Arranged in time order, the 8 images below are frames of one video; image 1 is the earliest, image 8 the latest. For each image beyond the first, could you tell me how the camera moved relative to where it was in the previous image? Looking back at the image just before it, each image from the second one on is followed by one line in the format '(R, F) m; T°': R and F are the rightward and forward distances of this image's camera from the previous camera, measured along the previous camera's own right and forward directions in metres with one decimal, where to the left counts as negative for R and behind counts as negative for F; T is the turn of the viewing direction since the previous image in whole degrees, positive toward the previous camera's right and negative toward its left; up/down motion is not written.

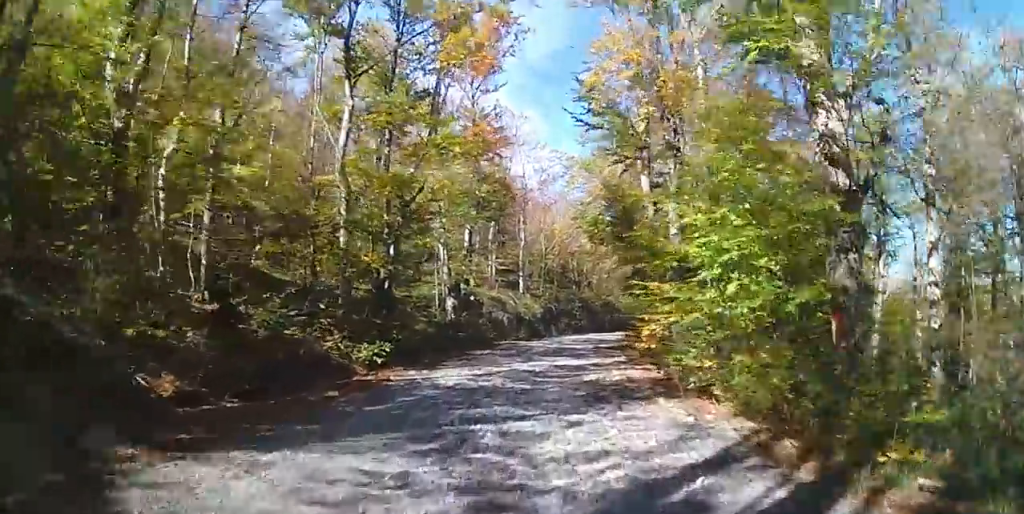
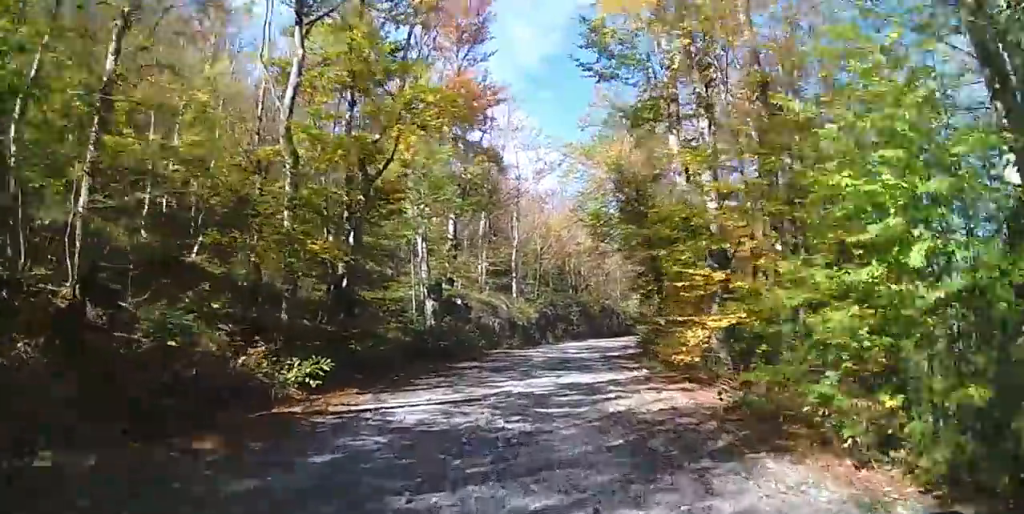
(0.0, +3.8) m; +1°
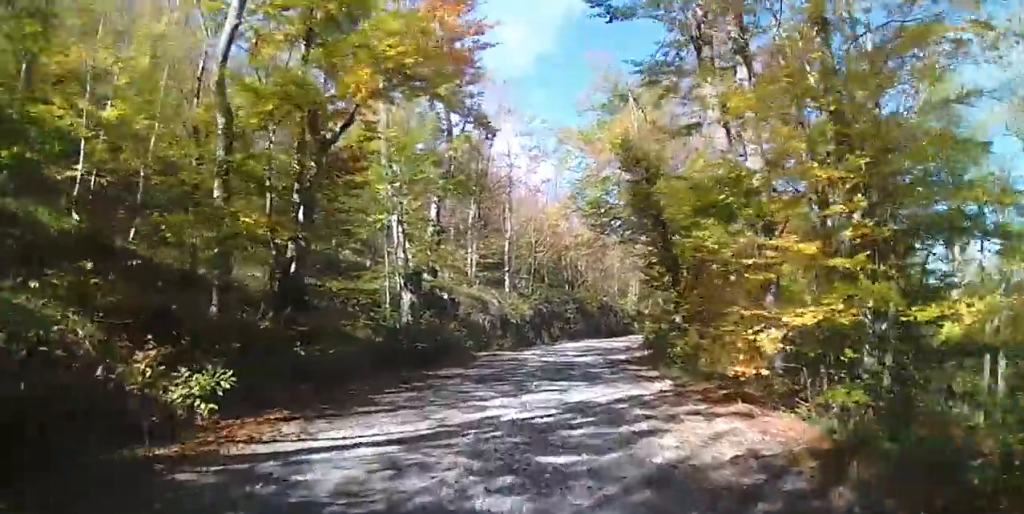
(+0.1, +3.0) m; +1°
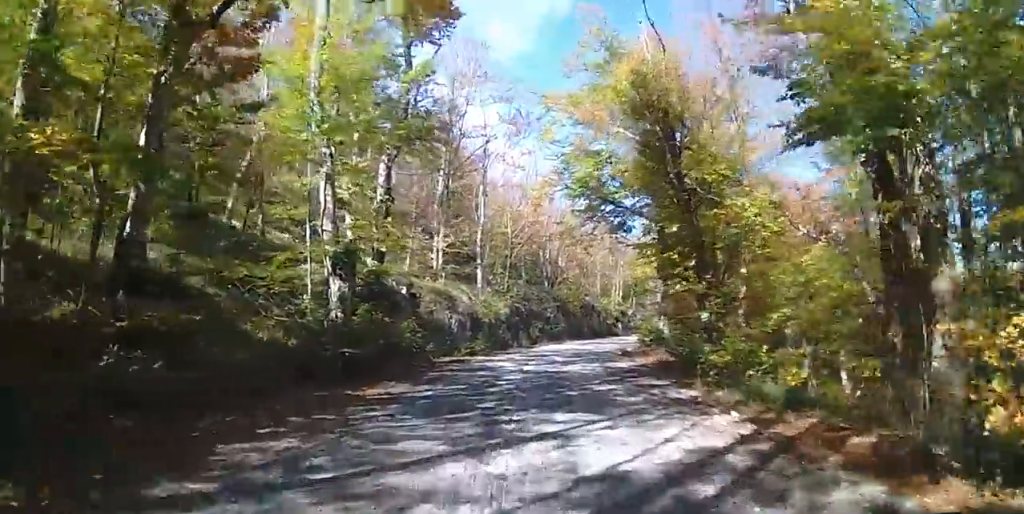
(+0.1, +4.7) m; +1°
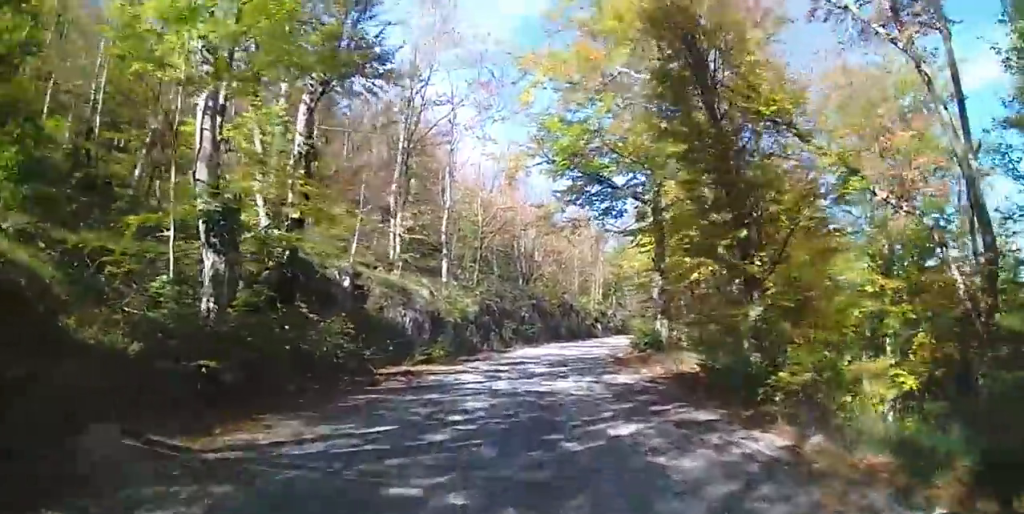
(0.0, +4.3) m; 0°
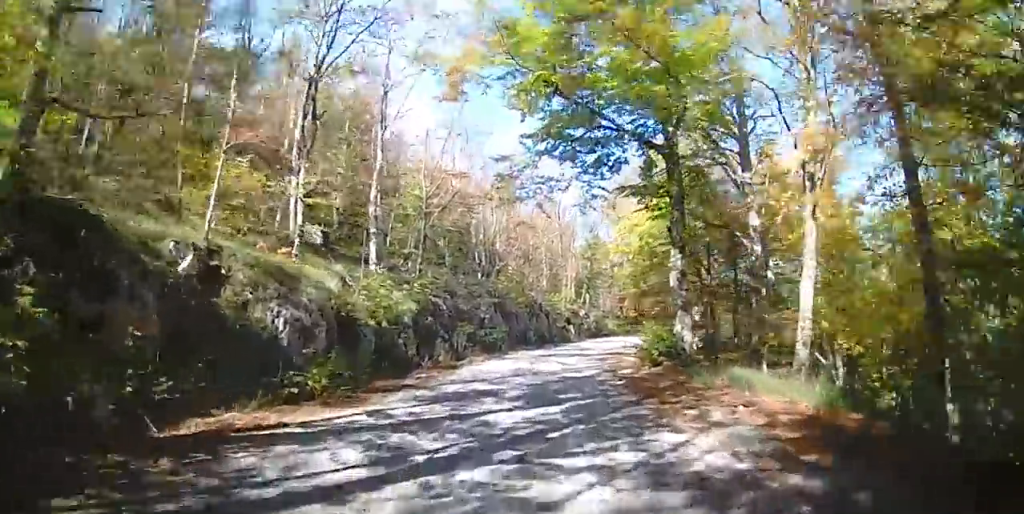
(0.0, +7.7) m; +8°
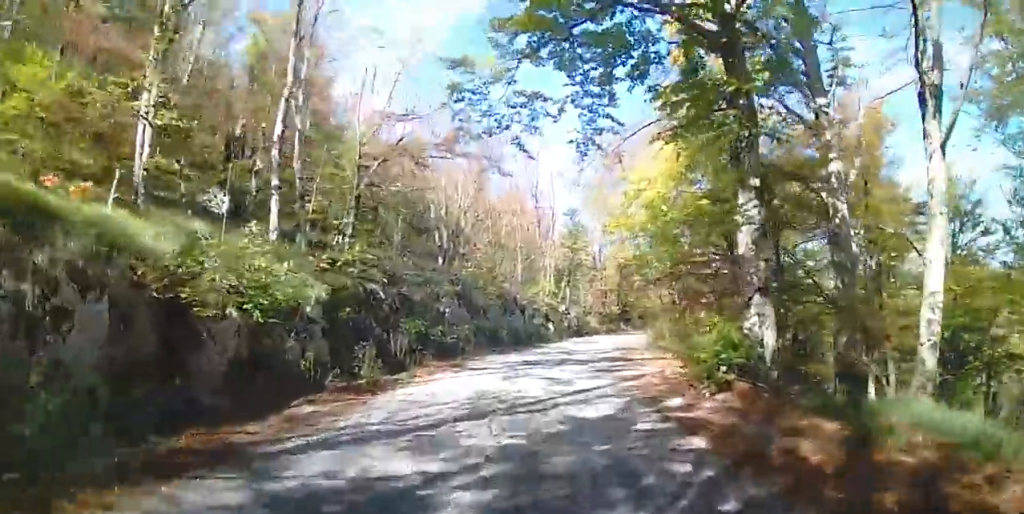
(+0.9, +6.8) m; +9°
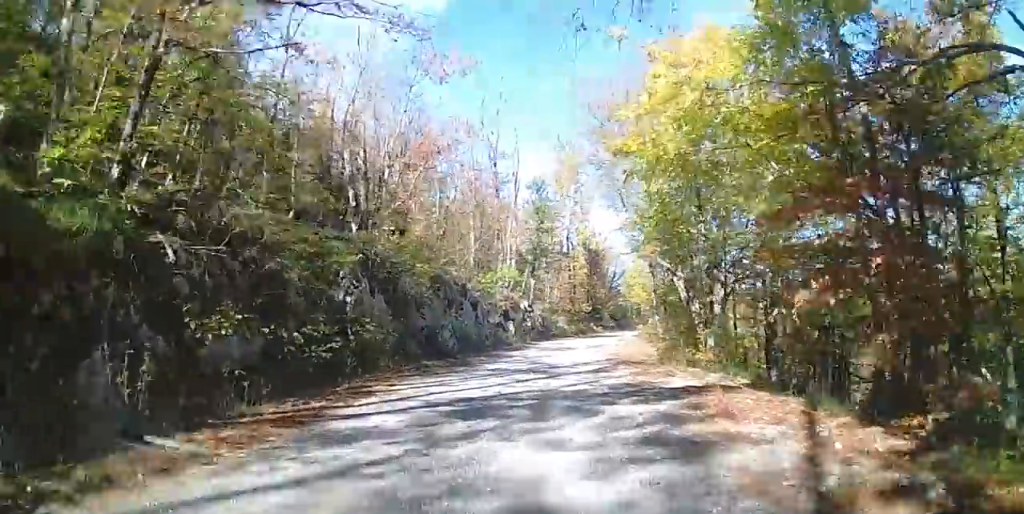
(+0.5, +8.9) m; +3°
